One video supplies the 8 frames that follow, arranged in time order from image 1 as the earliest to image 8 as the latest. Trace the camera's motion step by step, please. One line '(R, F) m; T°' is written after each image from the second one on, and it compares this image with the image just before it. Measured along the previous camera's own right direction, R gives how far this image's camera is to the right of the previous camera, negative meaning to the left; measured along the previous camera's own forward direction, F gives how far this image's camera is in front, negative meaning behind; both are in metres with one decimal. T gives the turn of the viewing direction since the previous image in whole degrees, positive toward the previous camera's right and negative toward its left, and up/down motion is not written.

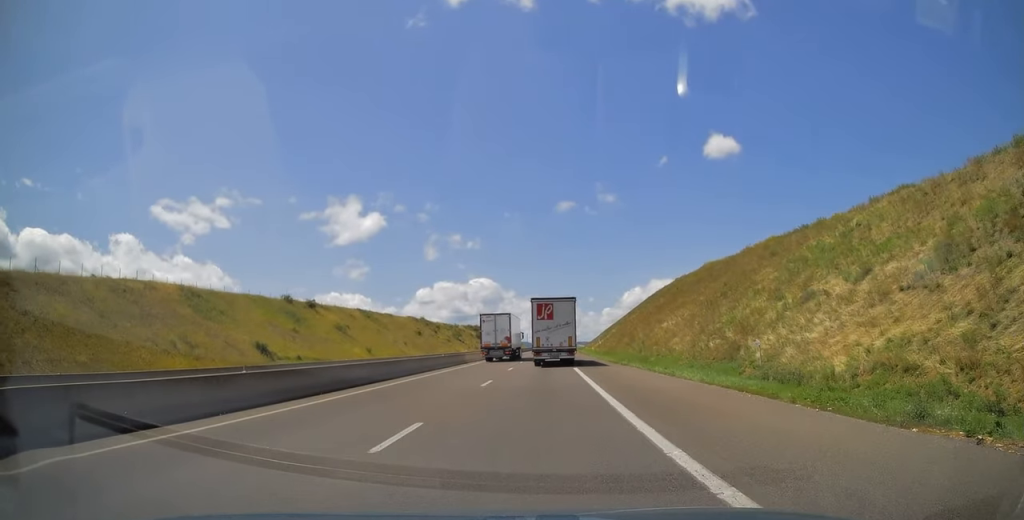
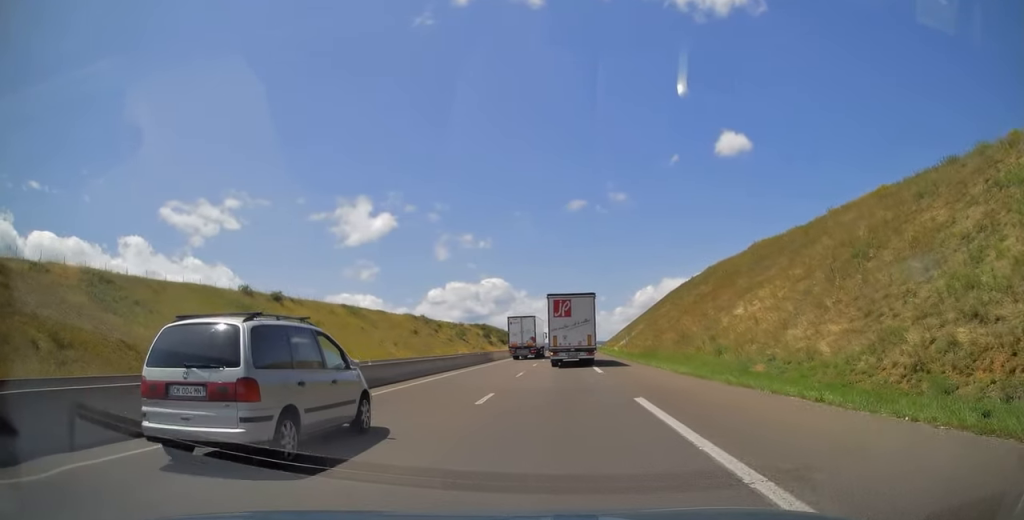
(+0.2, +19.3) m; 0°
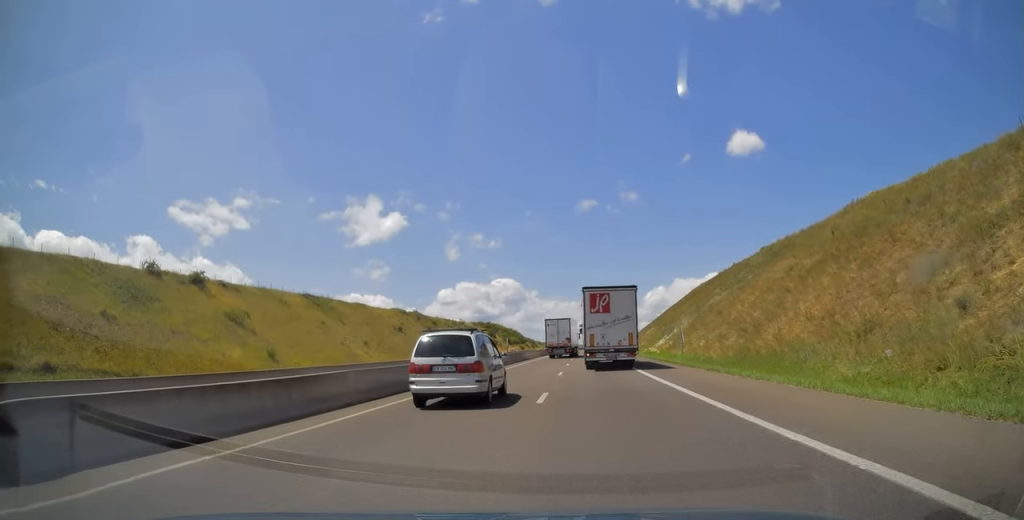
(-0.5, +25.8) m; -1°
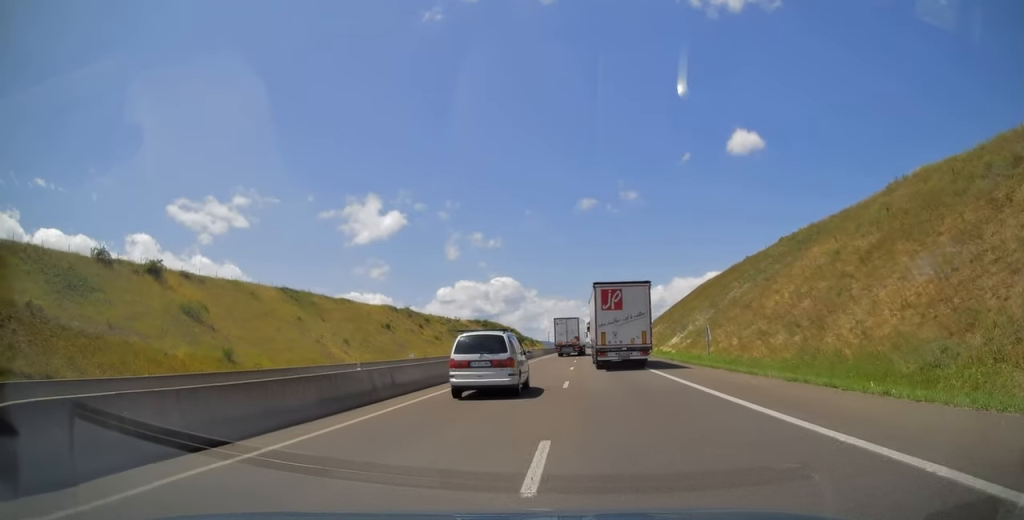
(+0.2, +8.8) m; 0°
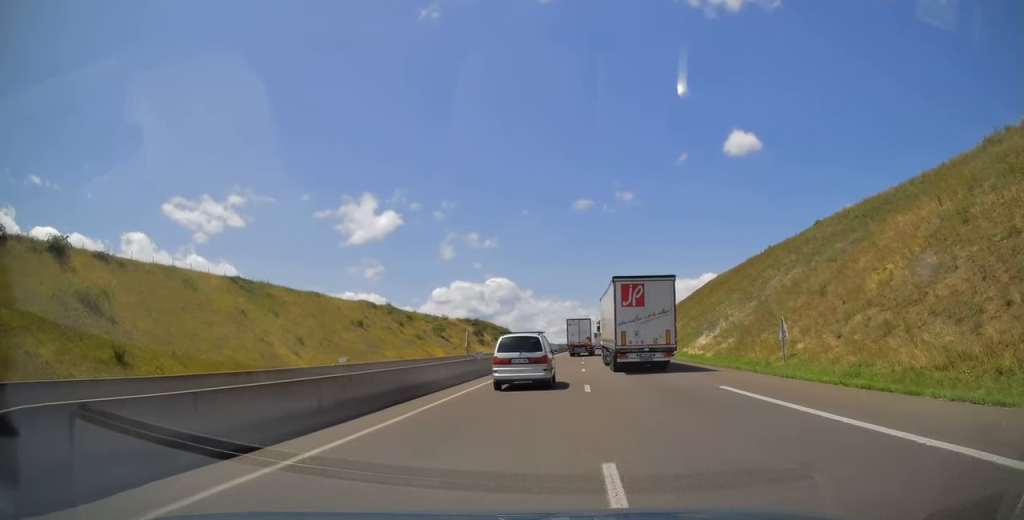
(+0.2, +14.7) m; 0°
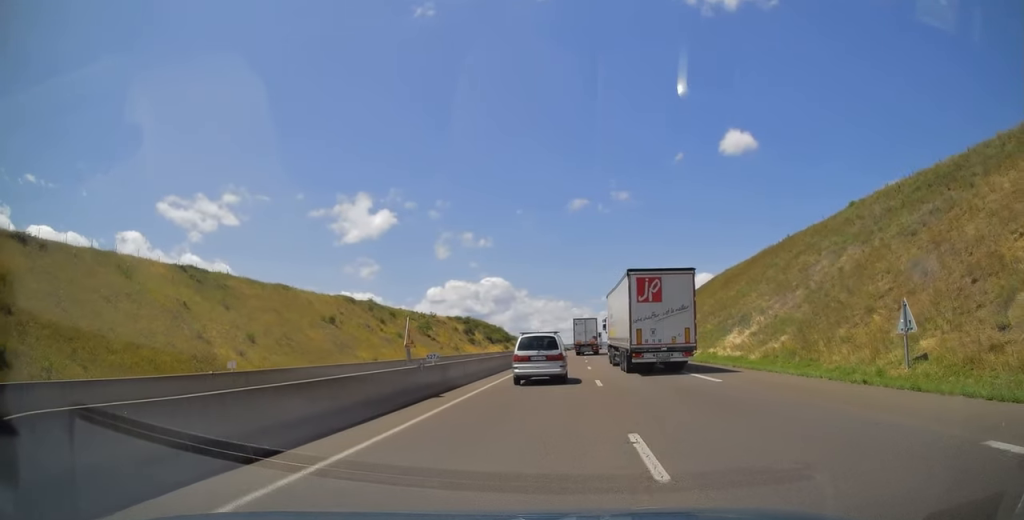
(-0.2, +11.2) m; 0°
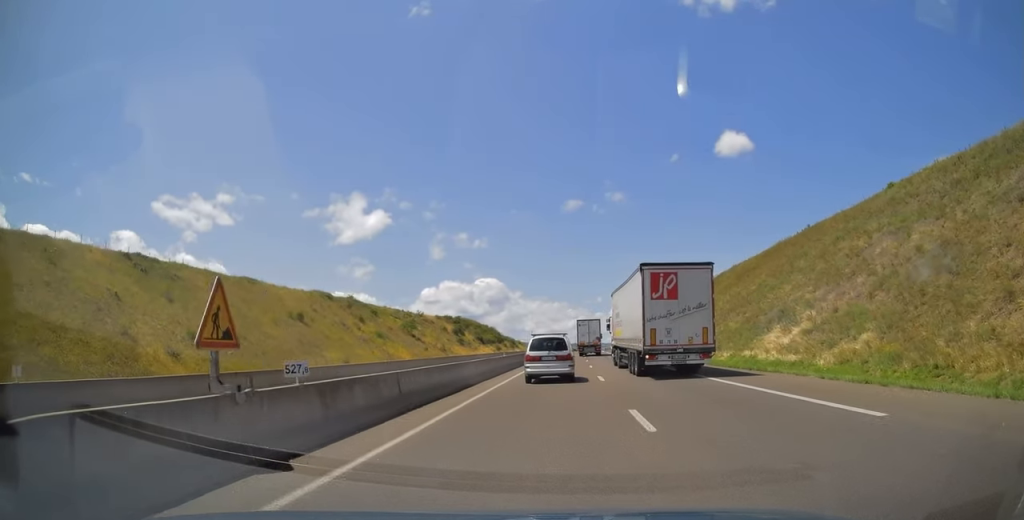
(-0.2, +9.7) m; 0°
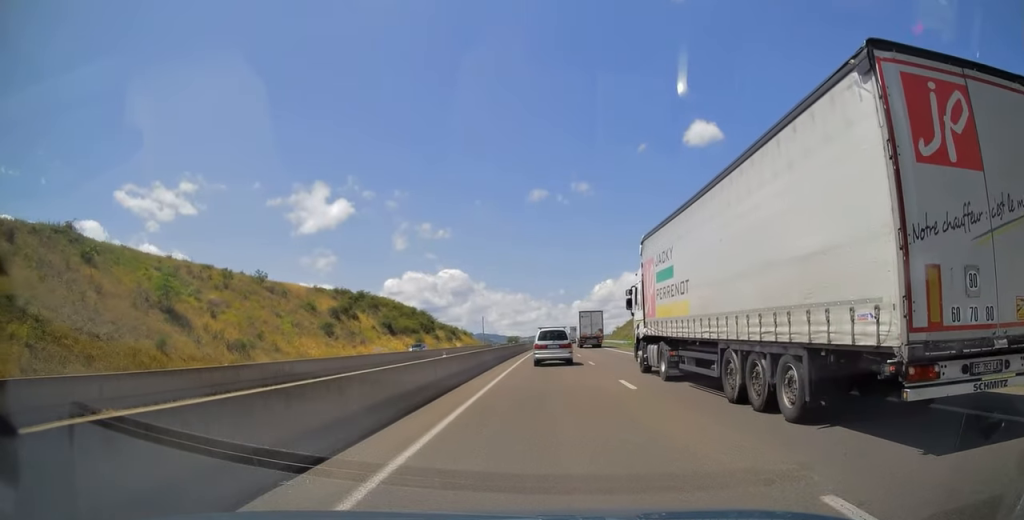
(+3.0, +72.2) m; +4°
